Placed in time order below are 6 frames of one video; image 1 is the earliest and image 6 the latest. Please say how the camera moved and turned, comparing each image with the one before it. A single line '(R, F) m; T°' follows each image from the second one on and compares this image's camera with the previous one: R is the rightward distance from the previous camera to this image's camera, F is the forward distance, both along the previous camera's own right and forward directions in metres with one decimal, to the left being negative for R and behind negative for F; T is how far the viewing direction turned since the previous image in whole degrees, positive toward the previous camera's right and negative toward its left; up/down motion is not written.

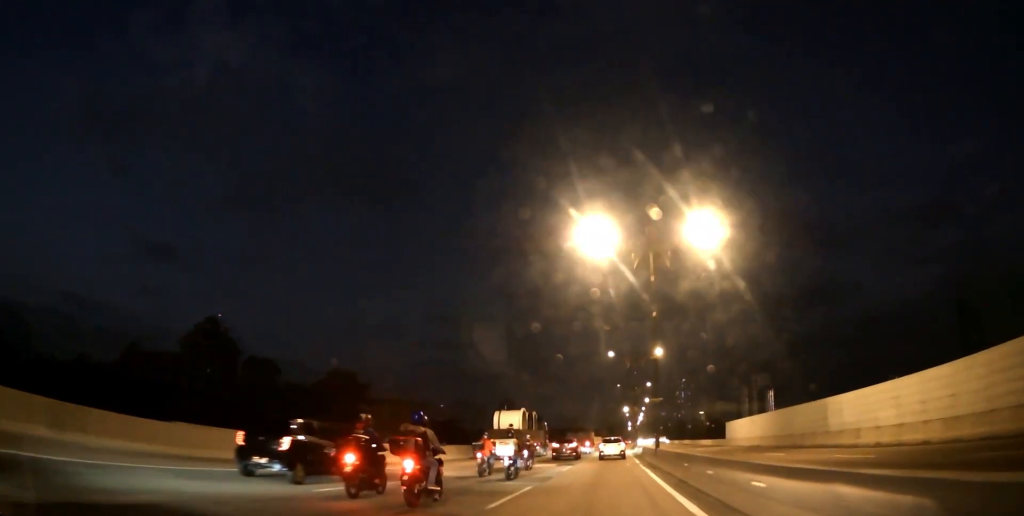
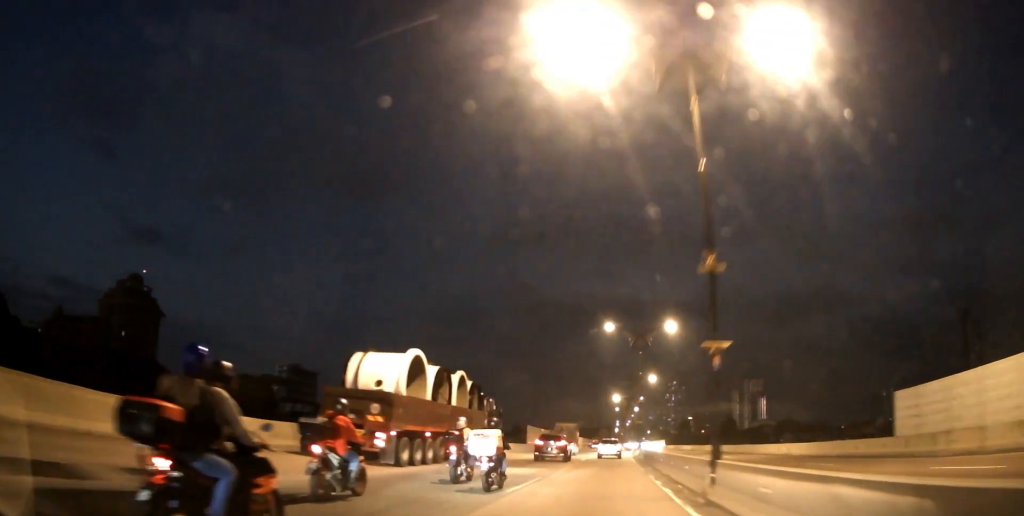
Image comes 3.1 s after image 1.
(+0.5, +56.7) m; +1°
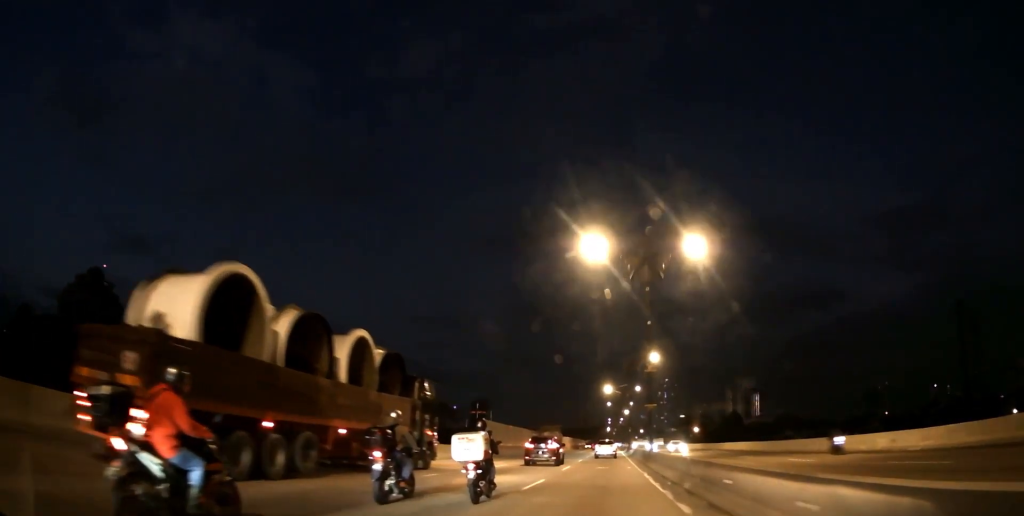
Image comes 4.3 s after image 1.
(+0.1, +21.8) m; +1°
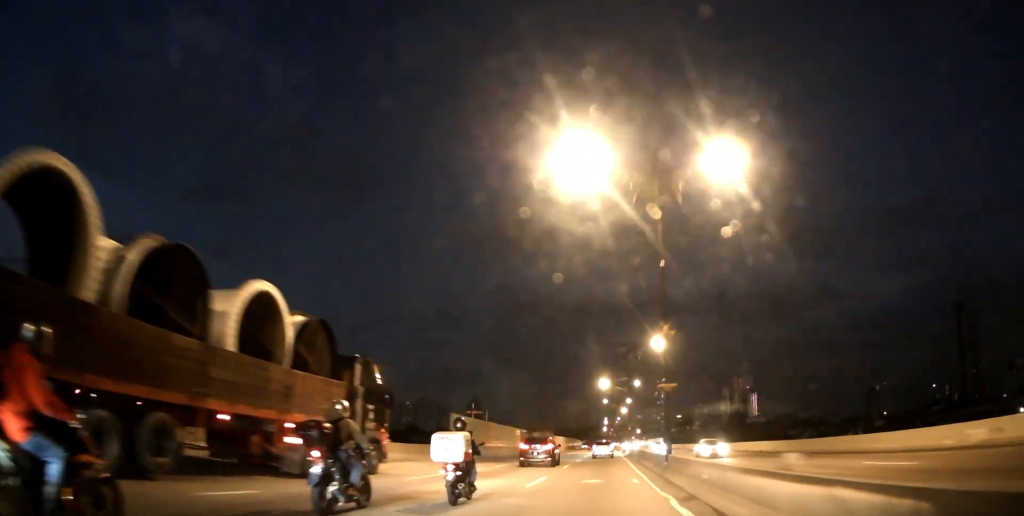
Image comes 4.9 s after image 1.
(0.0, +10.4) m; 0°
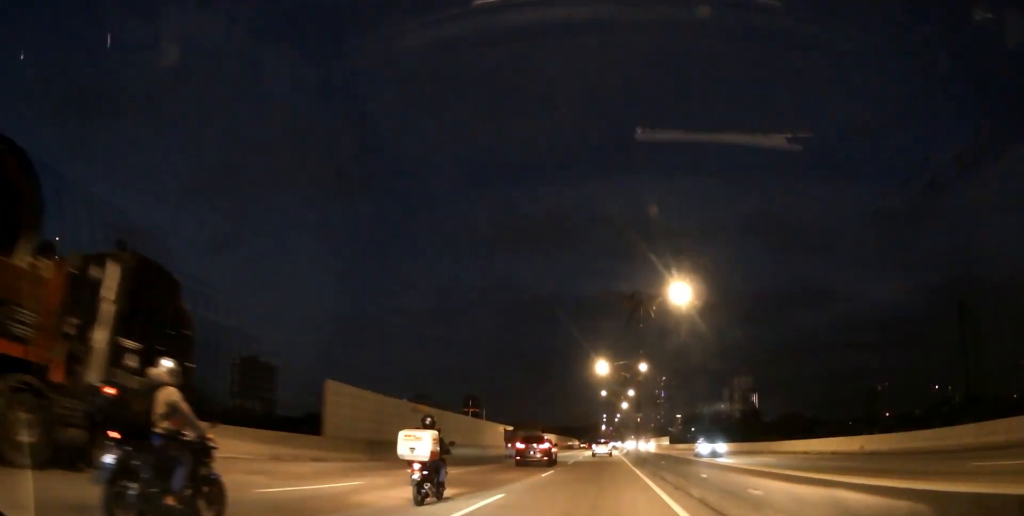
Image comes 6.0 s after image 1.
(+0.1, +19.8) m; 0°
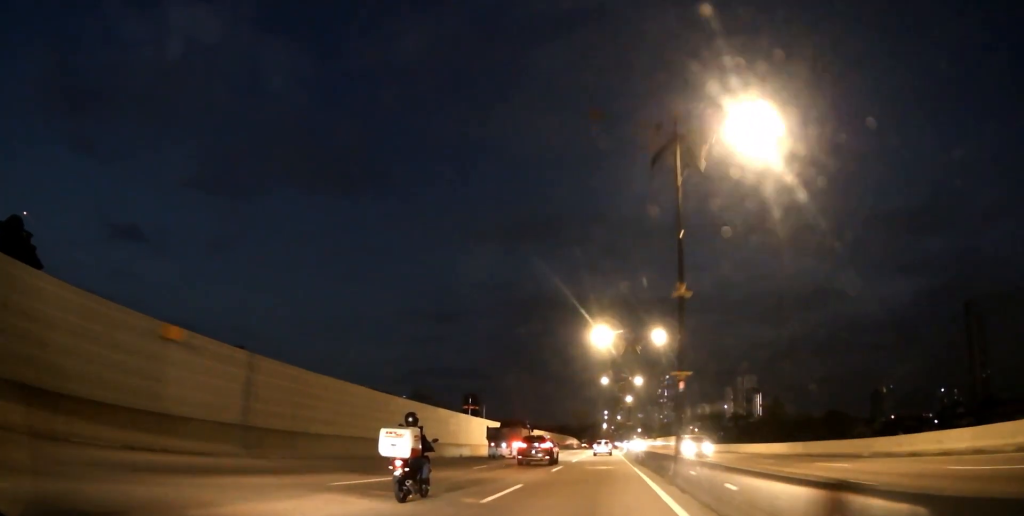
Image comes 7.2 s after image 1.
(-0.1, +23.3) m; 0°
